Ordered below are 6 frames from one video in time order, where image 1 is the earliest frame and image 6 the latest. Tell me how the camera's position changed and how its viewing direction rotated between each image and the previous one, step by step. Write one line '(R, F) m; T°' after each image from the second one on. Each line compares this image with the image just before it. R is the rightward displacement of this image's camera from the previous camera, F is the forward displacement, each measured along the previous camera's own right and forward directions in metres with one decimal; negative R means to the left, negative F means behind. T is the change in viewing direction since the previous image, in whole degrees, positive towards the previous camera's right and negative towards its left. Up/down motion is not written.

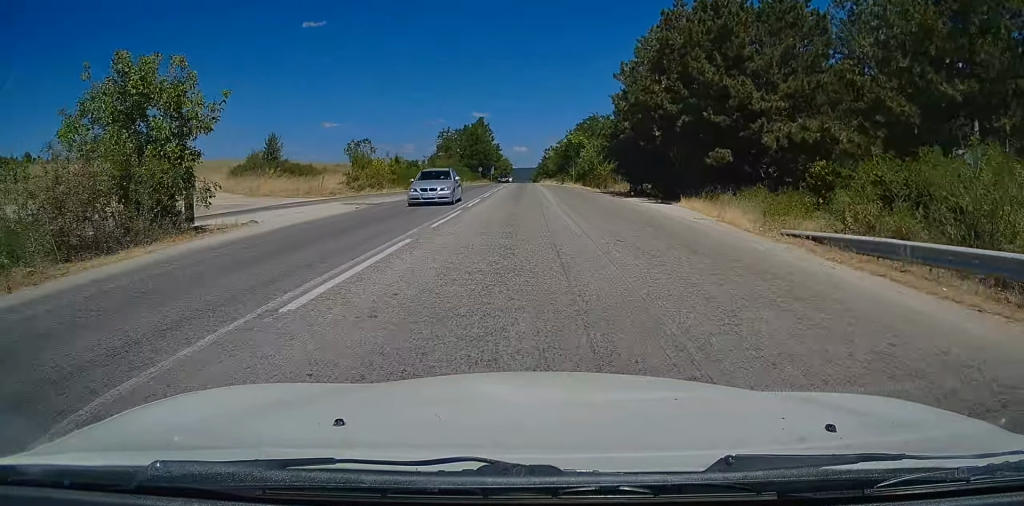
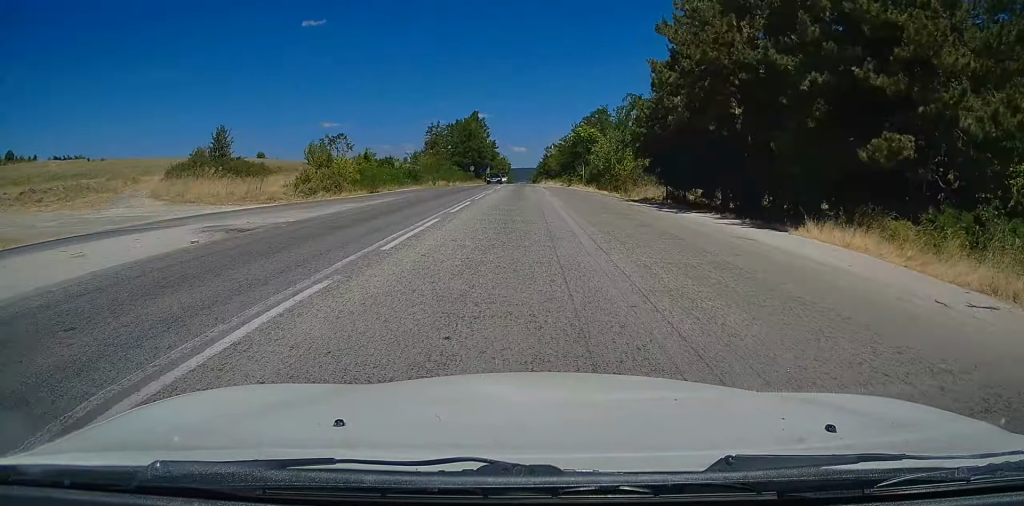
(-0.1, +13.7) m; 0°
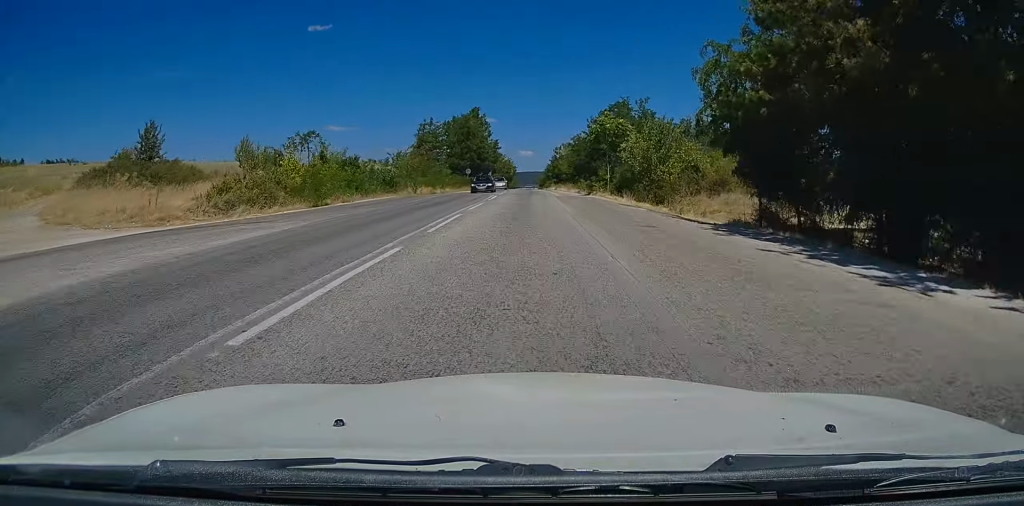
(-0.1, +14.4) m; 0°
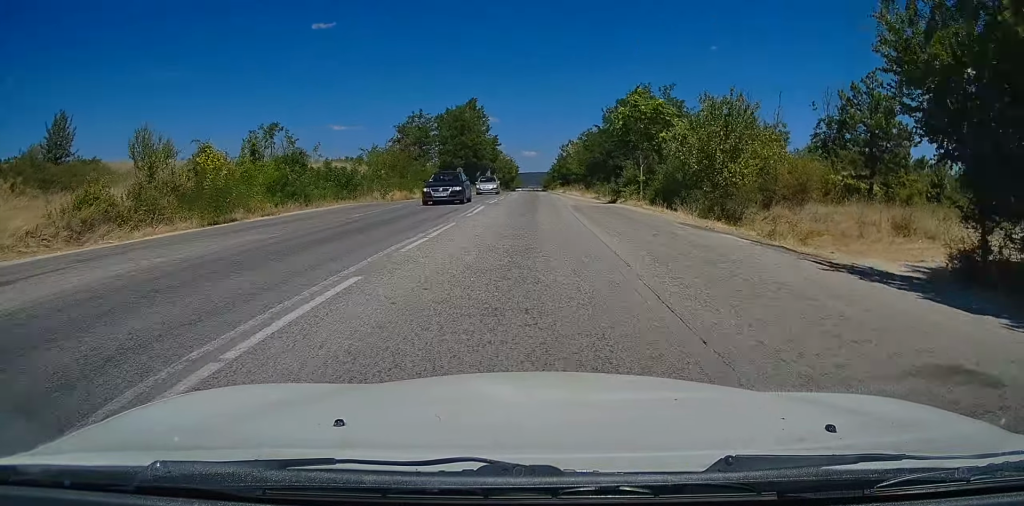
(0.0, +12.1) m; 0°
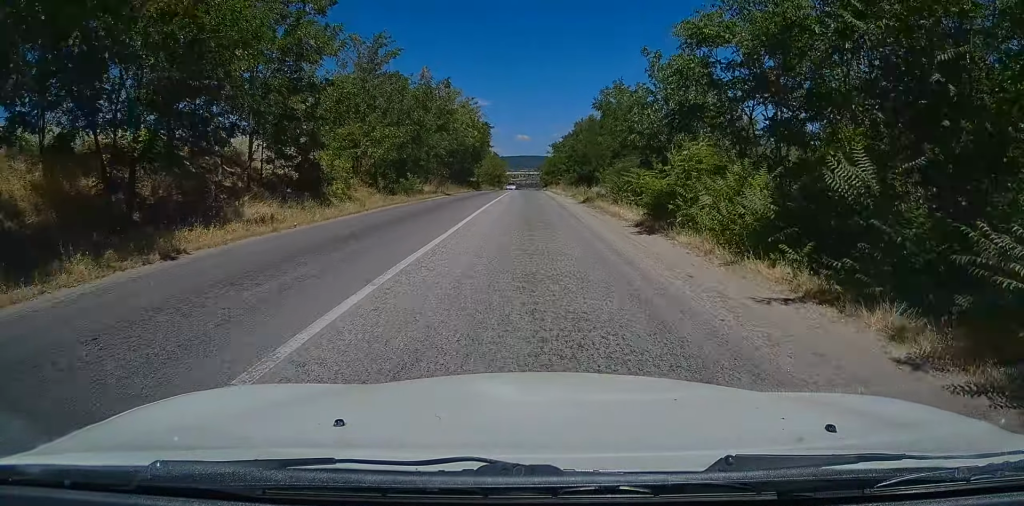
(-0.6, +102.5) m; 0°
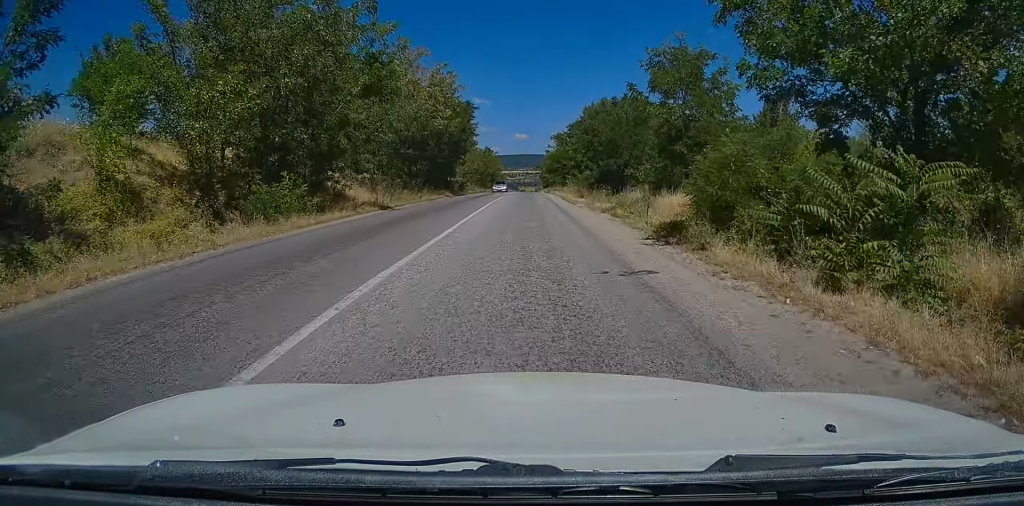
(-0.1, +19.2) m; 0°
